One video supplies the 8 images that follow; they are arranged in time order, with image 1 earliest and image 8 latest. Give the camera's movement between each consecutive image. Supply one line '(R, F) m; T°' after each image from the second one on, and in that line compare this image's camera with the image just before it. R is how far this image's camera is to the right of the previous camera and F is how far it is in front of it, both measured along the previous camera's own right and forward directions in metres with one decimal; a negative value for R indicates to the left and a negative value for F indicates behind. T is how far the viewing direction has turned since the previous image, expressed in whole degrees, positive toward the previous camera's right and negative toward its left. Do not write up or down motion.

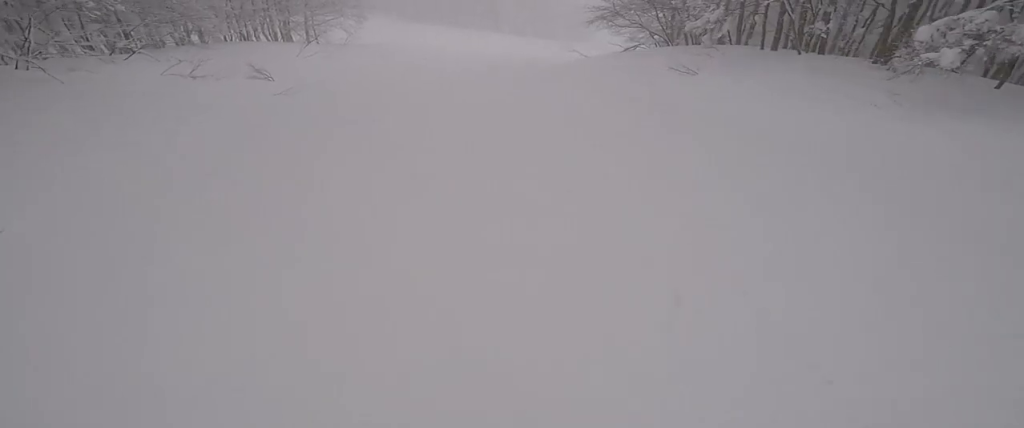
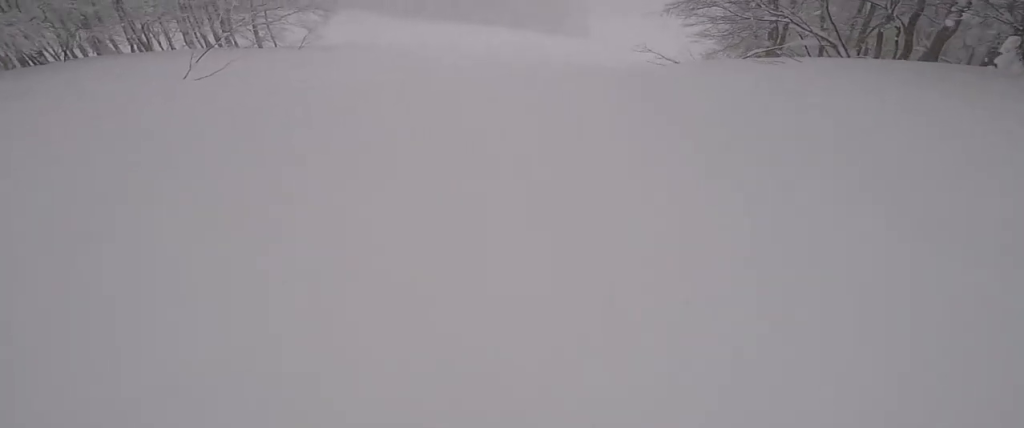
(-0.7, +11.0) m; +1°
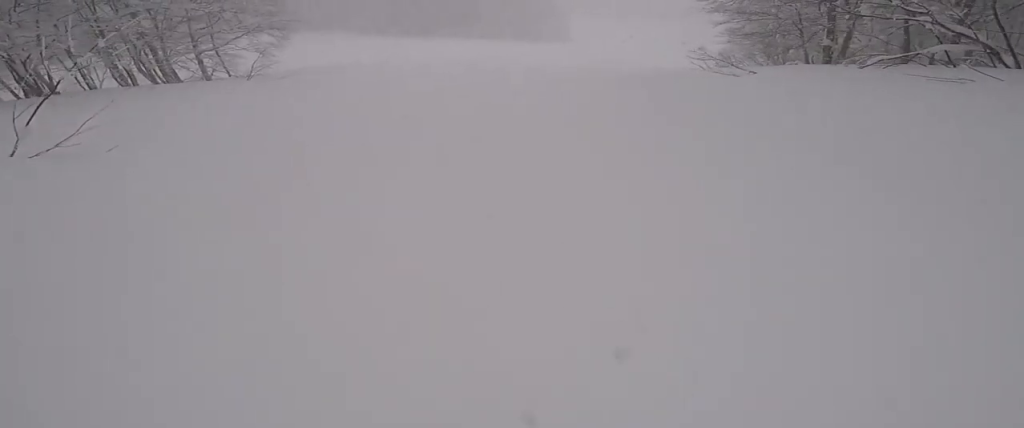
(+0.2, +5.6) m; +2°
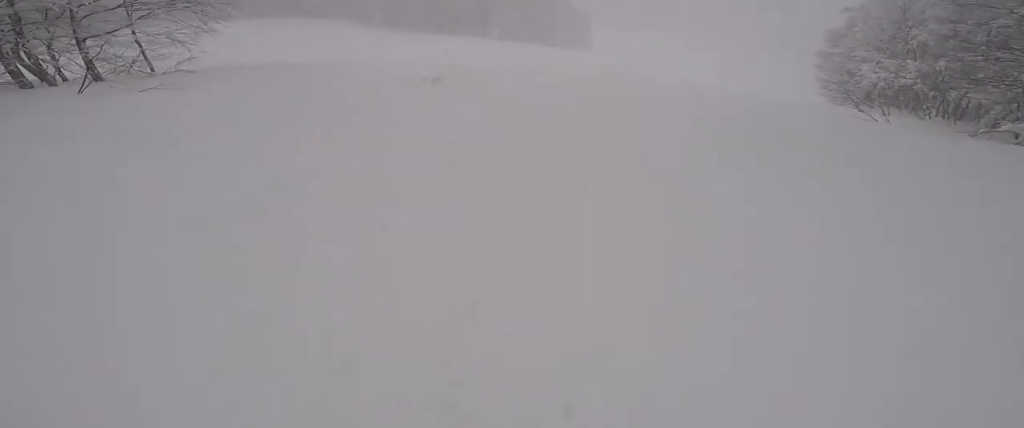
(+0.1, +10.3) m; -3°
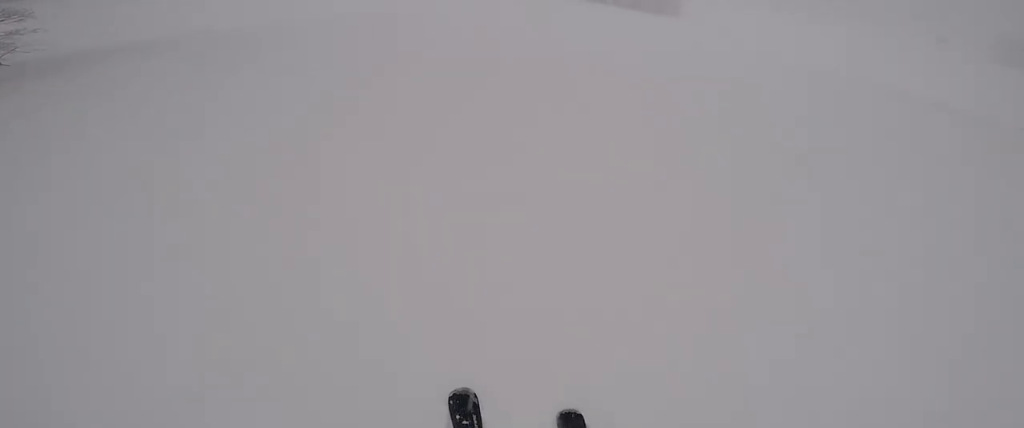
(-0.5, +12.1) m; -2°
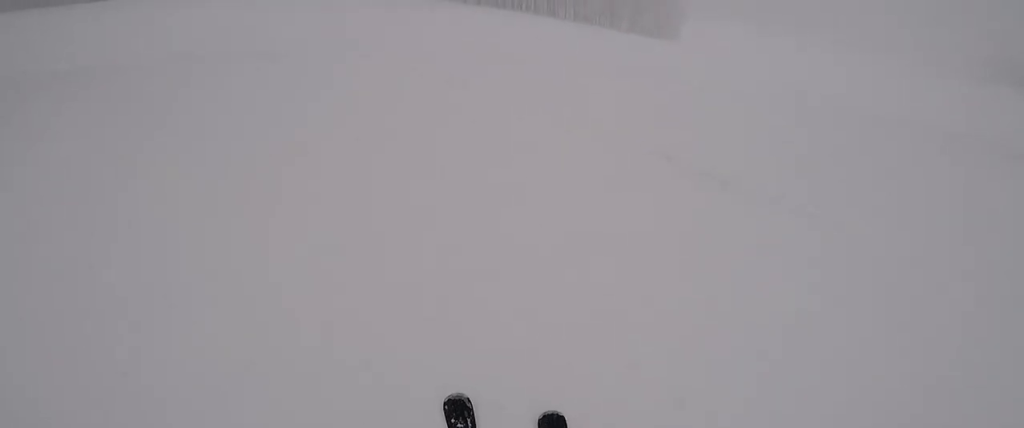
(0.0, +5.3) m; -3°
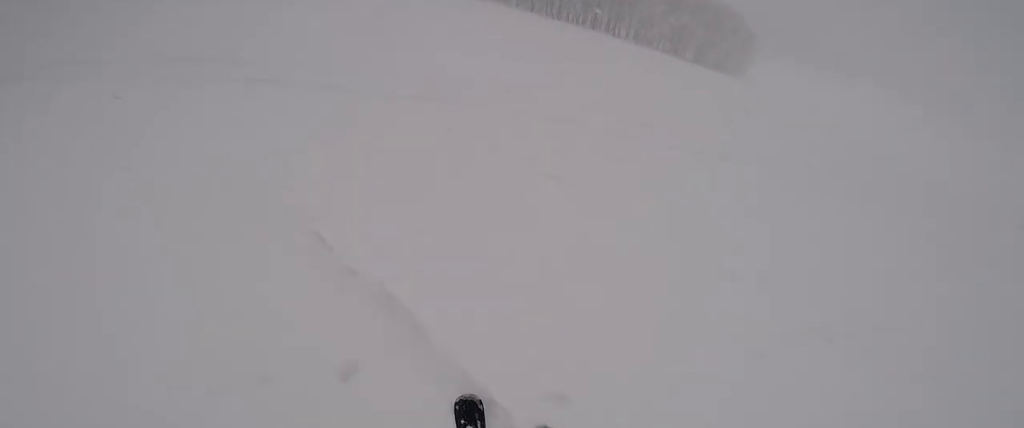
(-0.1, +6.7) m; -6°
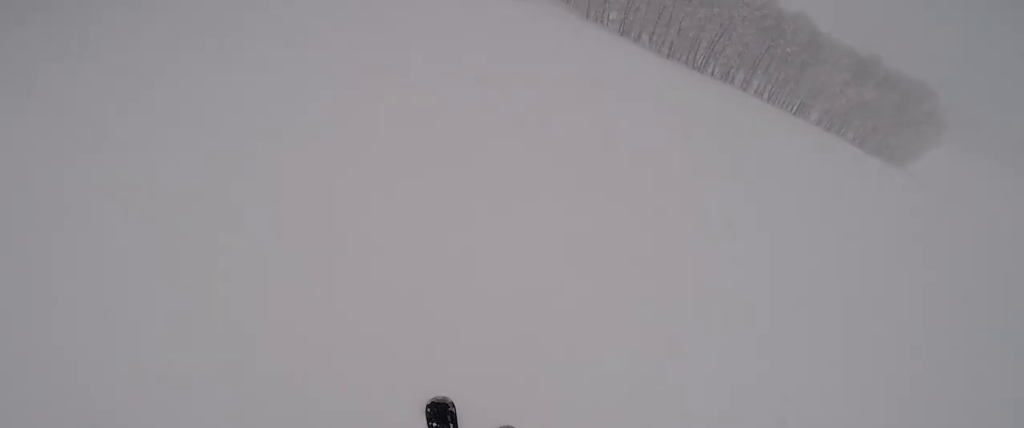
(-0.9, +11.7) m; -4°
